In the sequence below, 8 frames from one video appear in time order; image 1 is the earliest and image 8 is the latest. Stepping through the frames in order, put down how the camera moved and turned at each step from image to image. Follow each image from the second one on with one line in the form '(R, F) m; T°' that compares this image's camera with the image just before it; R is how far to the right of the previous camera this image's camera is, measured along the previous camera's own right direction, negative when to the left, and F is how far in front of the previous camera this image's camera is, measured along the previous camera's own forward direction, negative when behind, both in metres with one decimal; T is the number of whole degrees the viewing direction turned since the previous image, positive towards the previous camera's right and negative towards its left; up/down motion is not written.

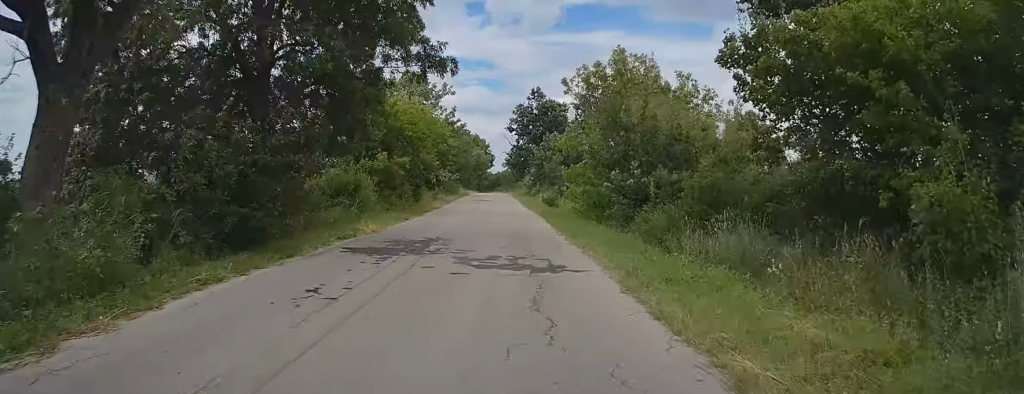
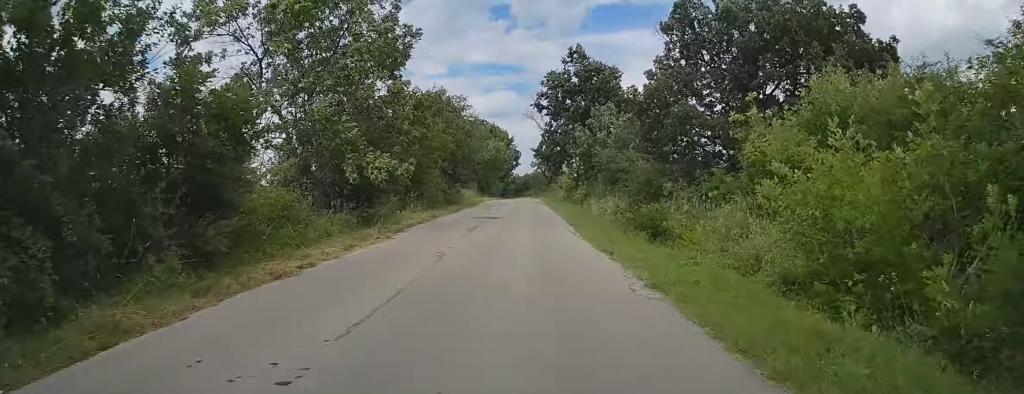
(-1.3, +27.6) m; -4°
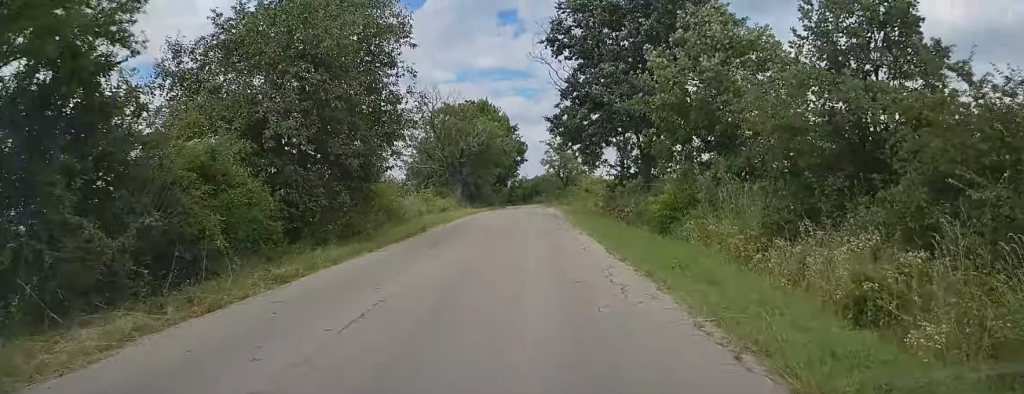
(-0.2, +27.8) m; -1°
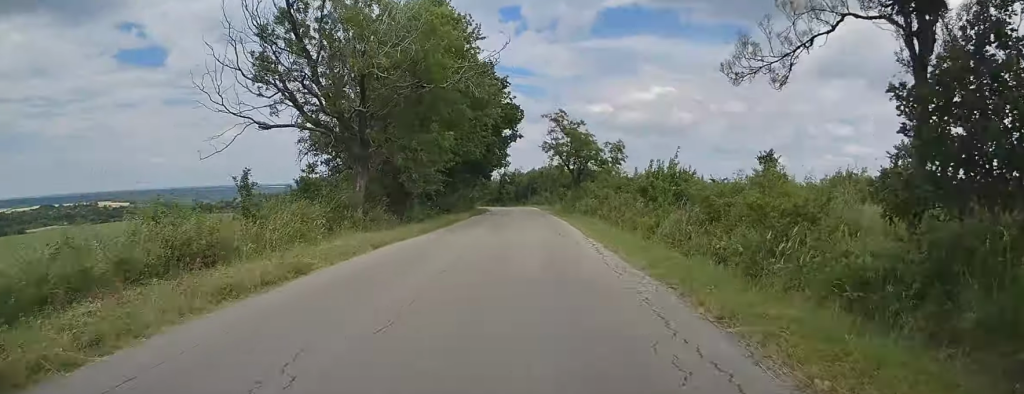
(-0.1, +31.8) m; 0°
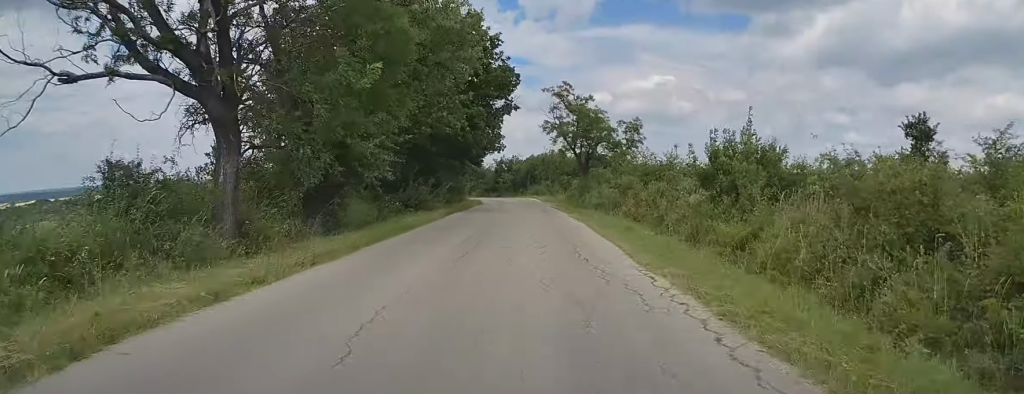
(+0.2, +10.9) m; 0°
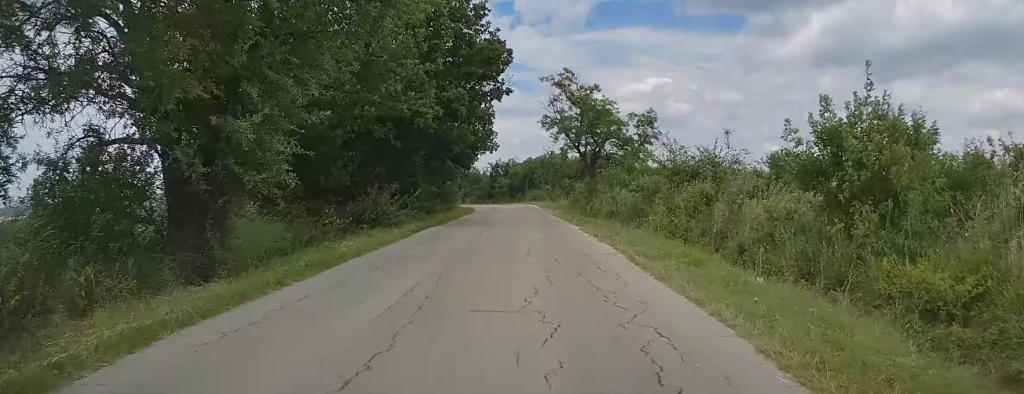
(0.0, +7.7) m; 0°
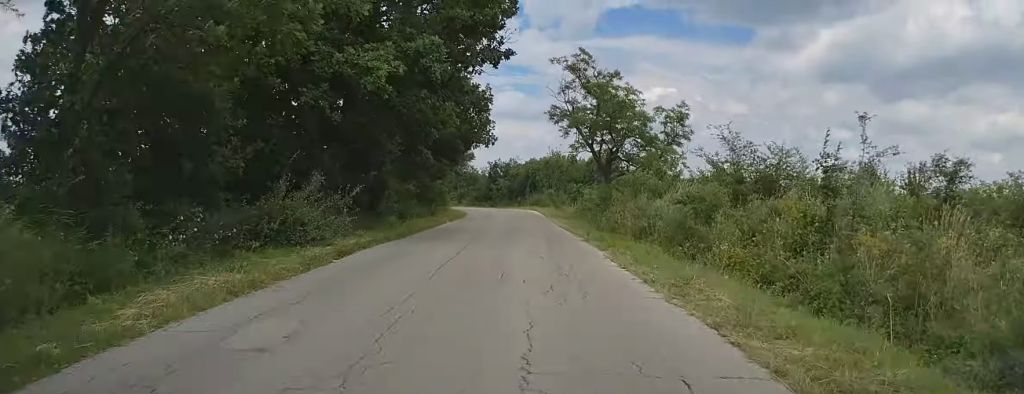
(-0.1, +8.4) m; 0°
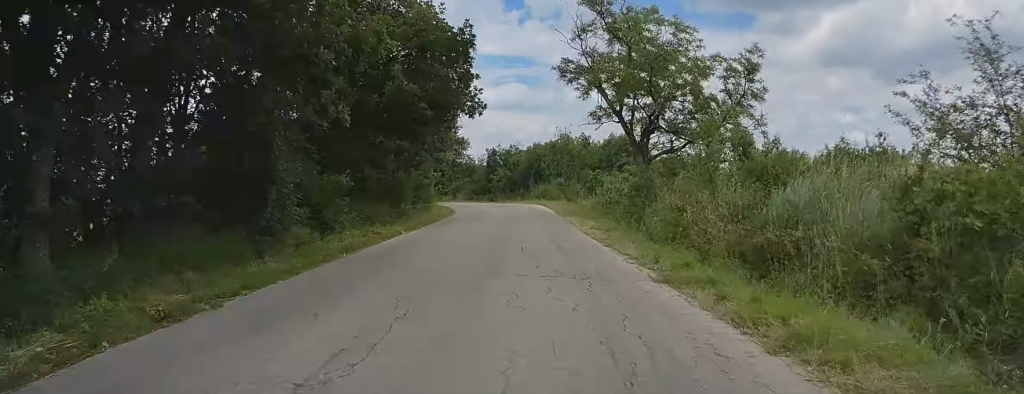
(-0.1, +12.3) m; -1°
